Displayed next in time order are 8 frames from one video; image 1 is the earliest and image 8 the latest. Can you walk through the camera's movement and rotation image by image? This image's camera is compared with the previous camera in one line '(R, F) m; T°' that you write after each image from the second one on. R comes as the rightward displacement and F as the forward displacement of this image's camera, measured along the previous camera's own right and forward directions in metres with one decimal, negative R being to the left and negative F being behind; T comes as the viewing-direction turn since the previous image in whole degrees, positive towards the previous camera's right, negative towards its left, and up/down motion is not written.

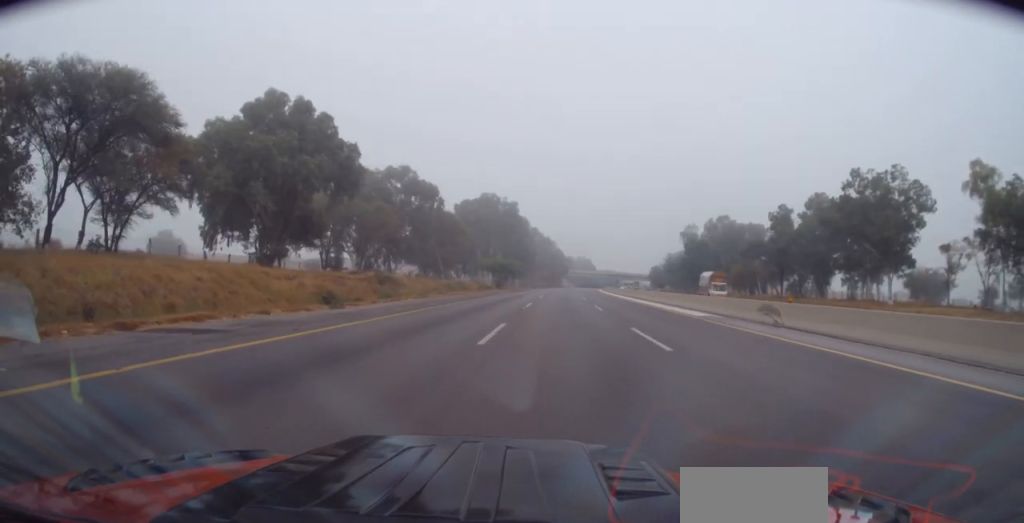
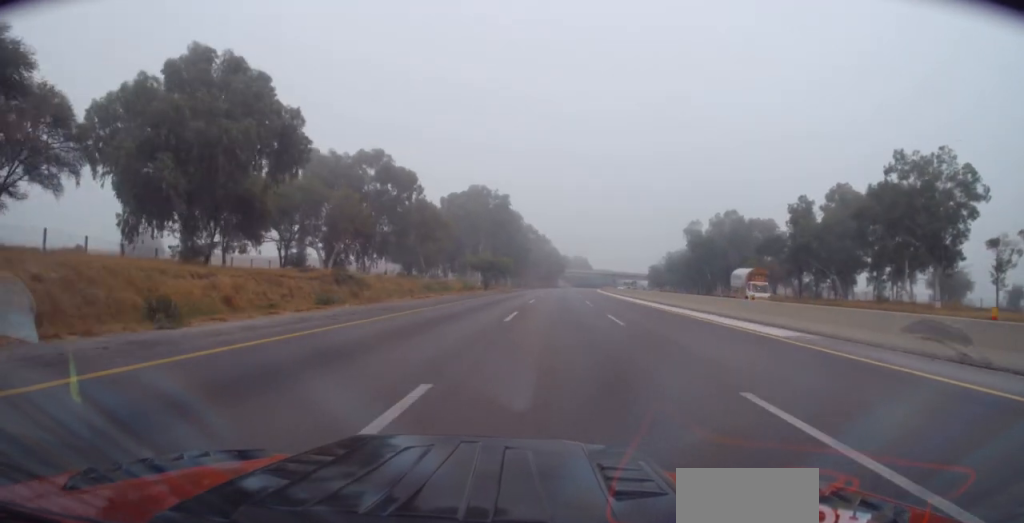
(-0.2, +10.9) m; 0°
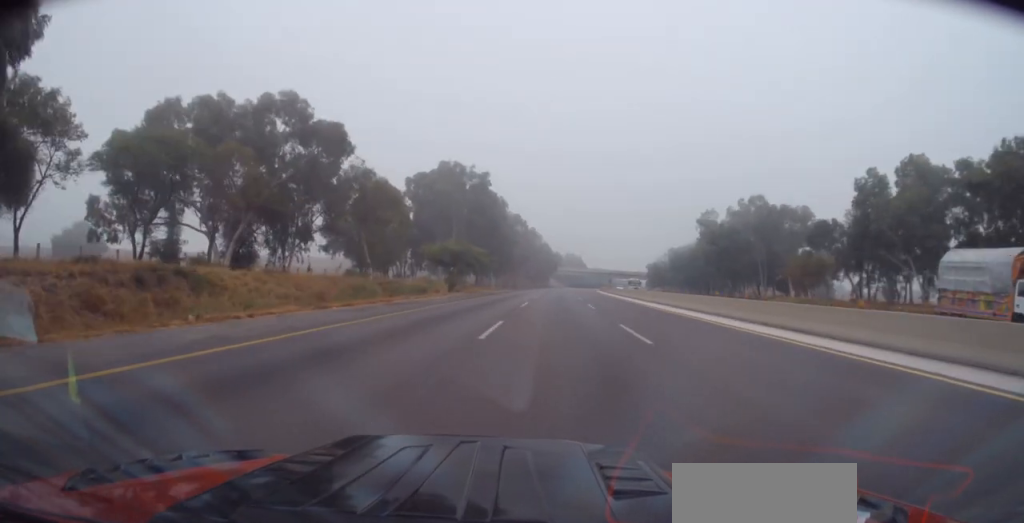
(+0.6, +24.1) m; +1°
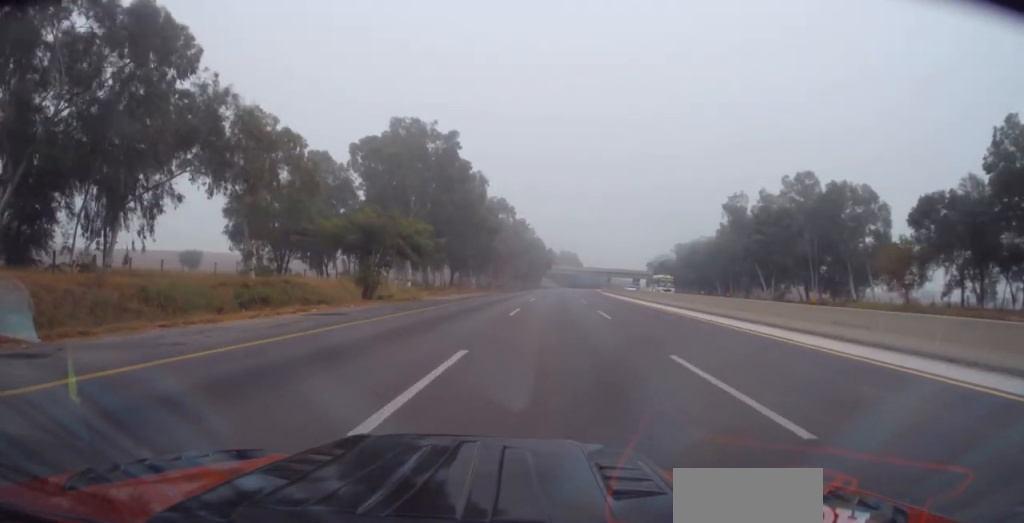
(0.0, +26.1) m; 0°
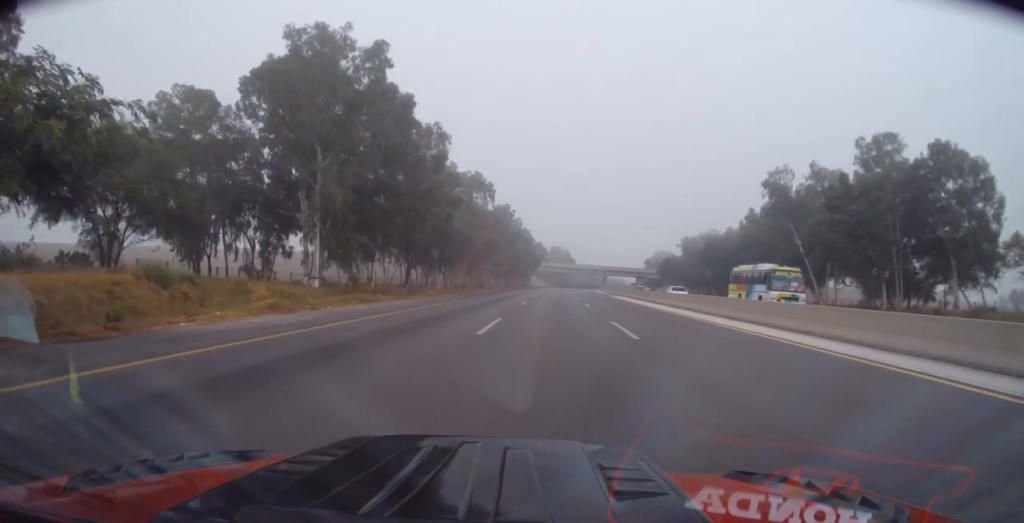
(+0.3, +26.7) m; +1°
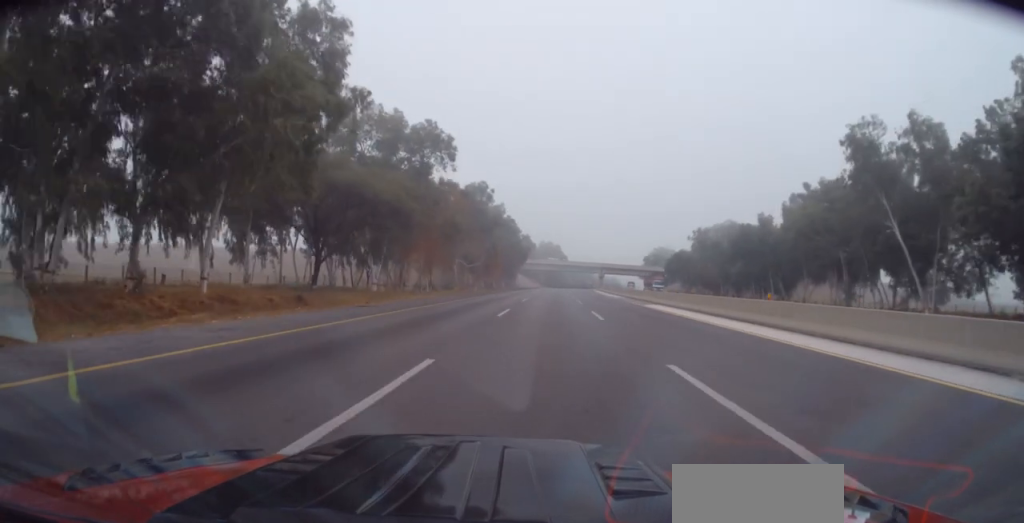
(+0.2, +29.0) m; +1°
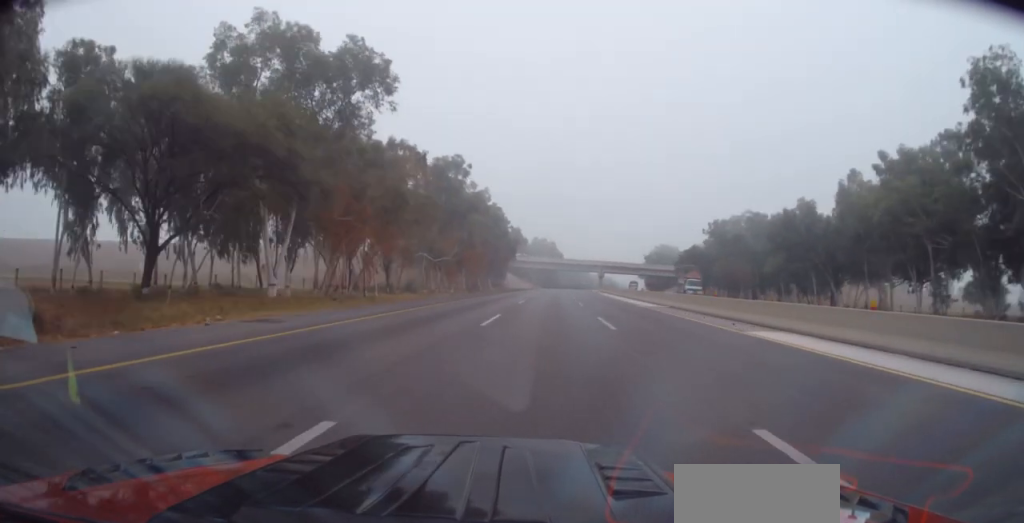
(+0.2, +22.3) m; 0°
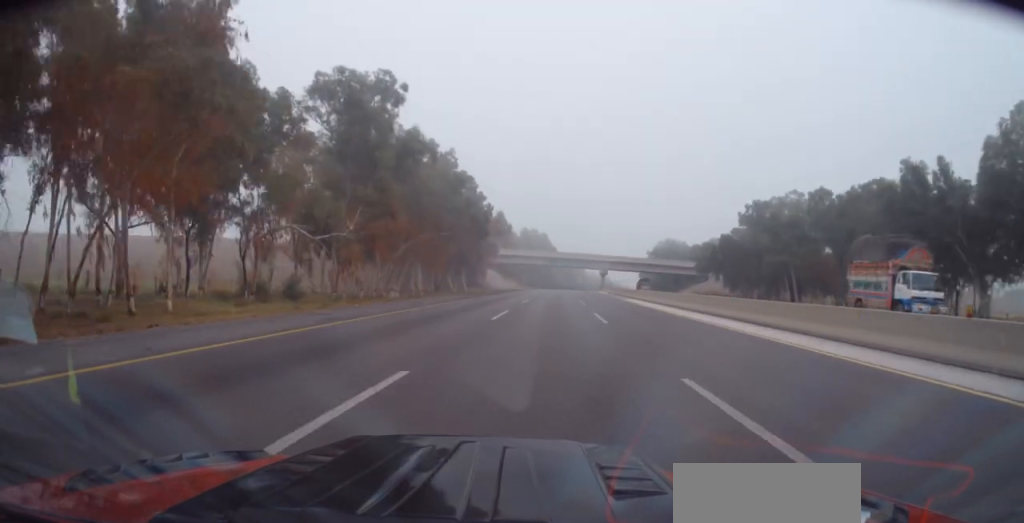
(0.0, +33.2) m; +1°
